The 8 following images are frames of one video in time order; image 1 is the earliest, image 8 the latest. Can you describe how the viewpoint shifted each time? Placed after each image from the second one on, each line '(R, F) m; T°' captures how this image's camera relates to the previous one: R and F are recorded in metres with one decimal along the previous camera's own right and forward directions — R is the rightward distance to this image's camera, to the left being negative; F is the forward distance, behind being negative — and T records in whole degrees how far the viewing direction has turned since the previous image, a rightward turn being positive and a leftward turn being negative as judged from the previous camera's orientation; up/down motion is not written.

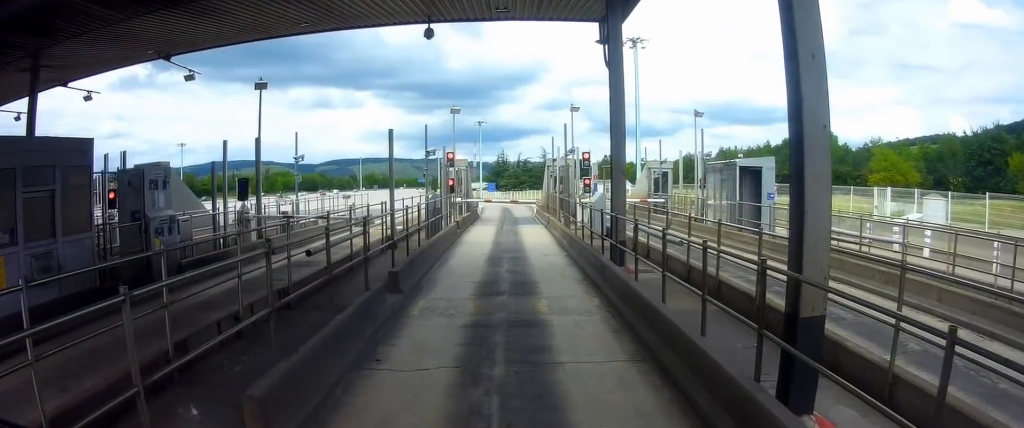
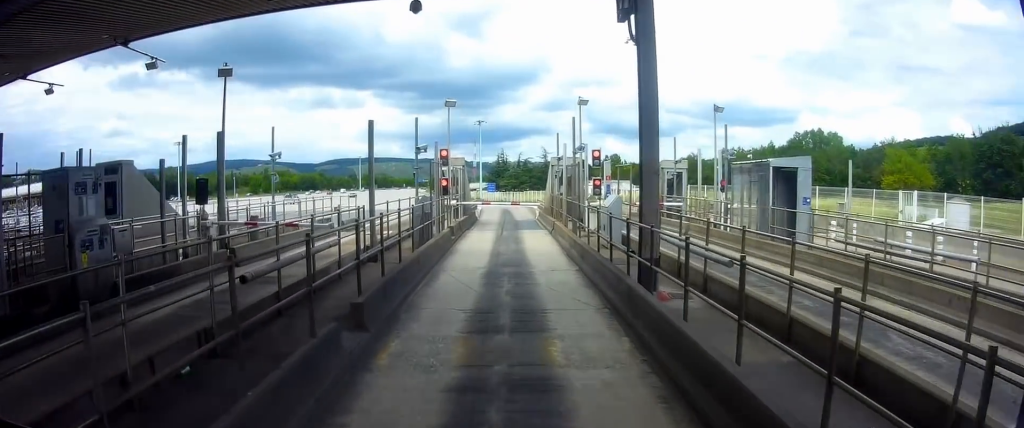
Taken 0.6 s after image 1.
(0.0, +1.5) m; +2°
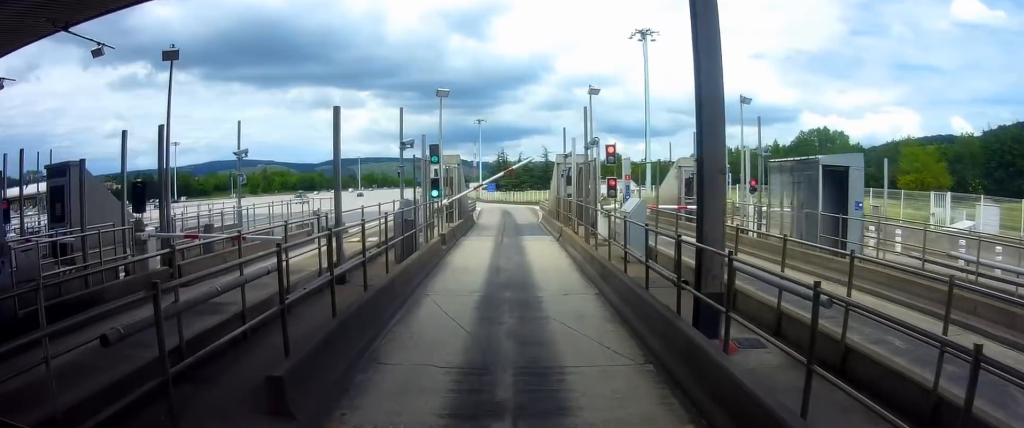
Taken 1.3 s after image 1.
(+0.1, +1.7) m; +2°
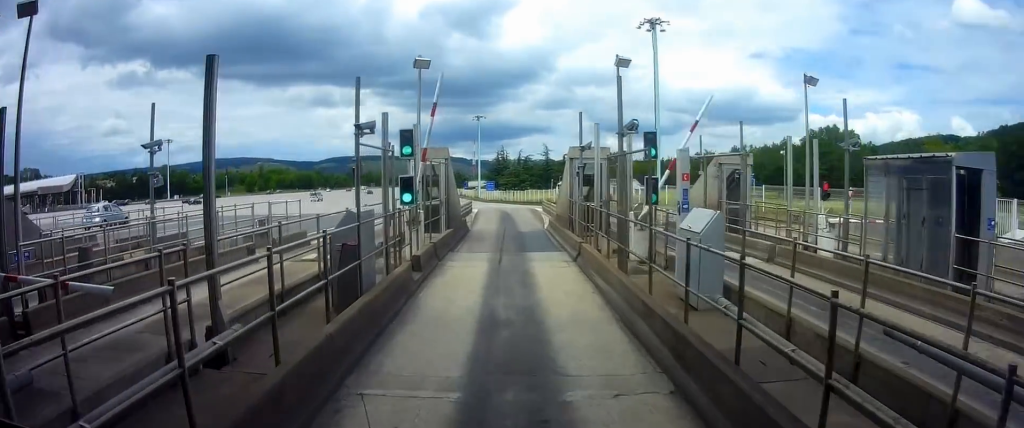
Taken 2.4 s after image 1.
(0.0, +3.0) m; 0°
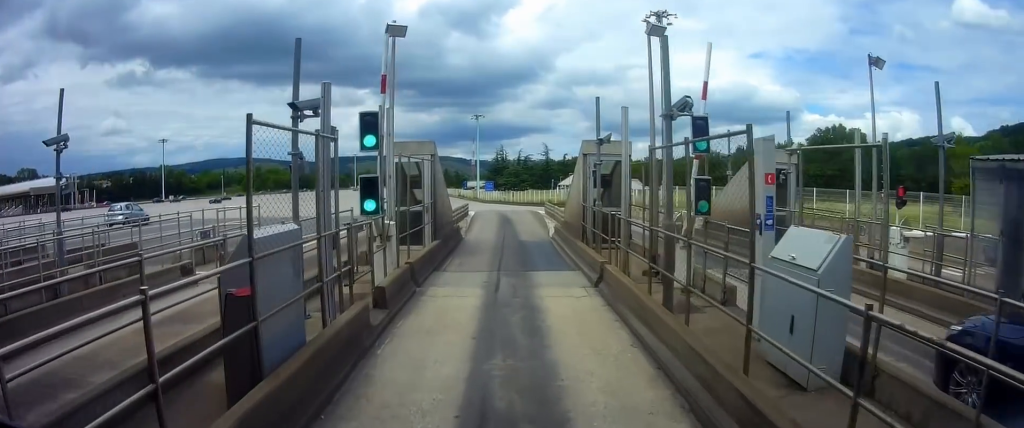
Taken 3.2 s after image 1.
(0.0, +2.2) m; 0°
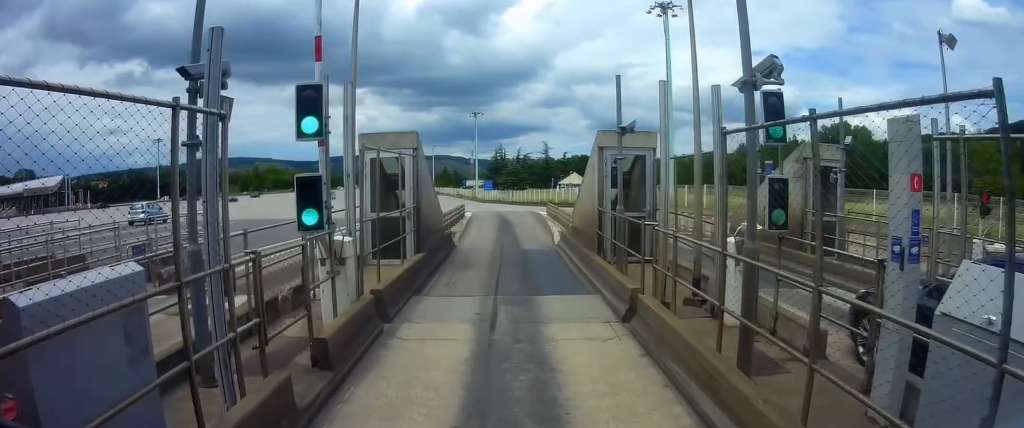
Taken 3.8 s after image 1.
(0.0, +2.1) m; +1°
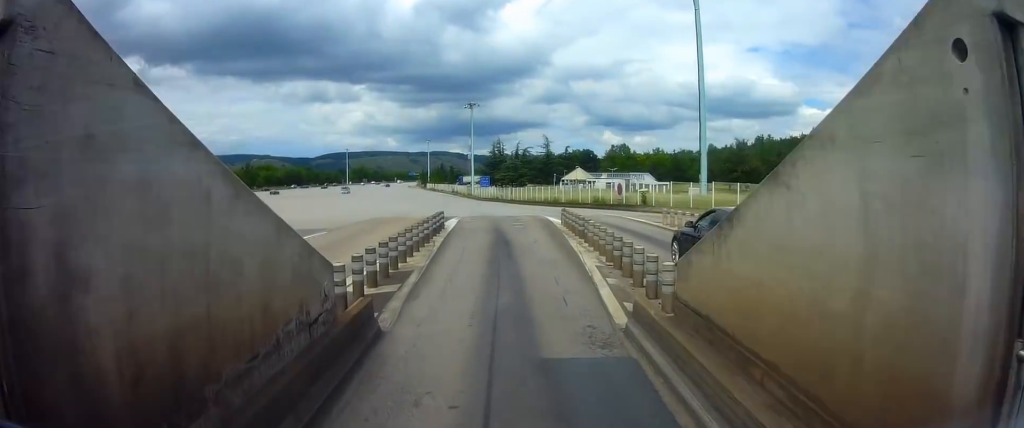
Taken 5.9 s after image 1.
(+0.2, +7.7) m; +1°
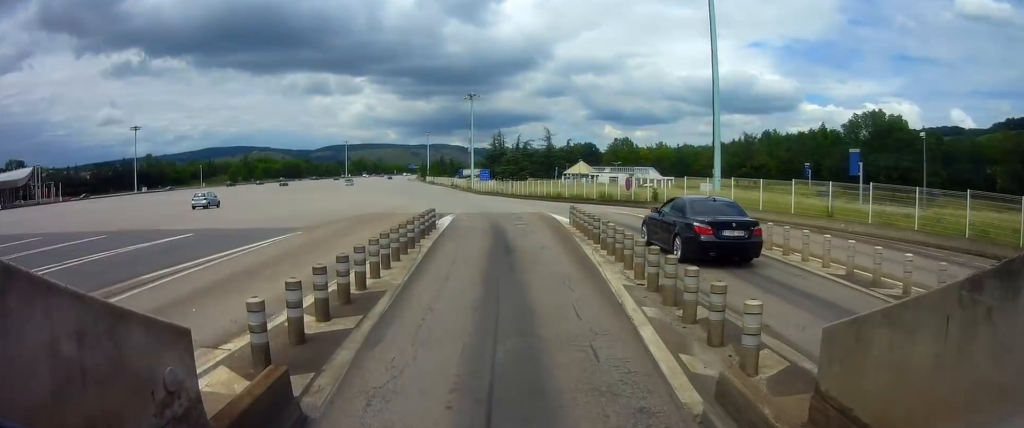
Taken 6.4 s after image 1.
(0.0, +2.3) m; -1°
